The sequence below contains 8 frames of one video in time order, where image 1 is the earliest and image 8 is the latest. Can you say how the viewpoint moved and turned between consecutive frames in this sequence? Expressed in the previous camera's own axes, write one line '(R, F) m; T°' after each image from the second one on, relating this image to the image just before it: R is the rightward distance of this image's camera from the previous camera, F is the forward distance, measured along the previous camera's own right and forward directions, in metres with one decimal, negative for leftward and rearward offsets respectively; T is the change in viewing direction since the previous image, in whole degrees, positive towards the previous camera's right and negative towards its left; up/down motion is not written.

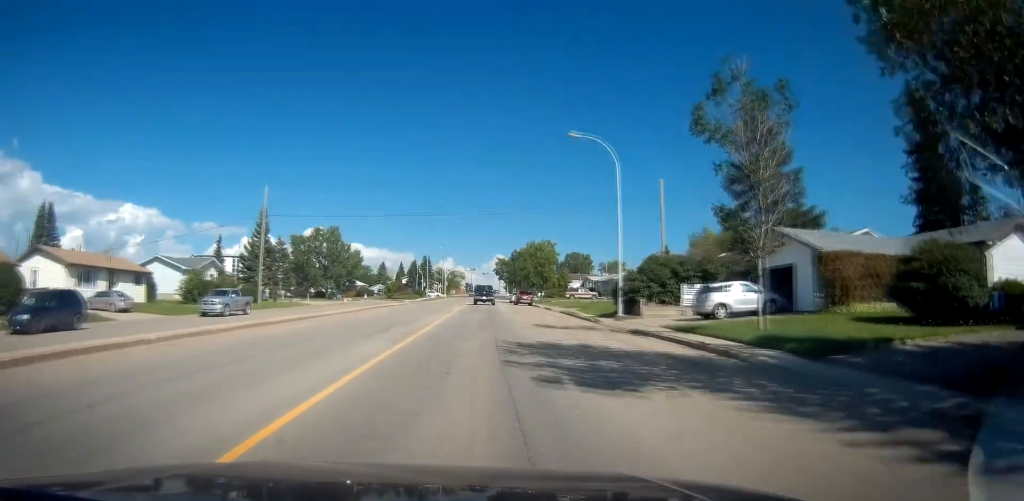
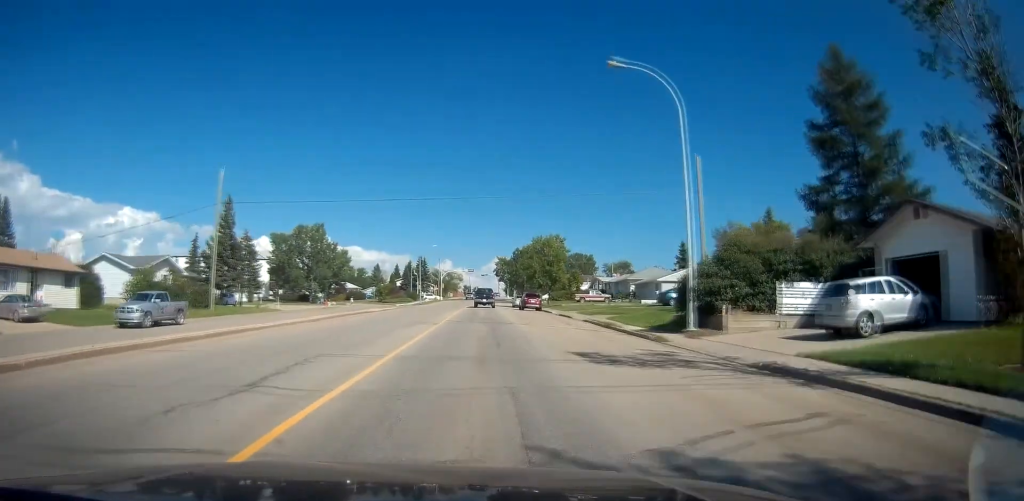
(0.0, +10.4) m; -1°
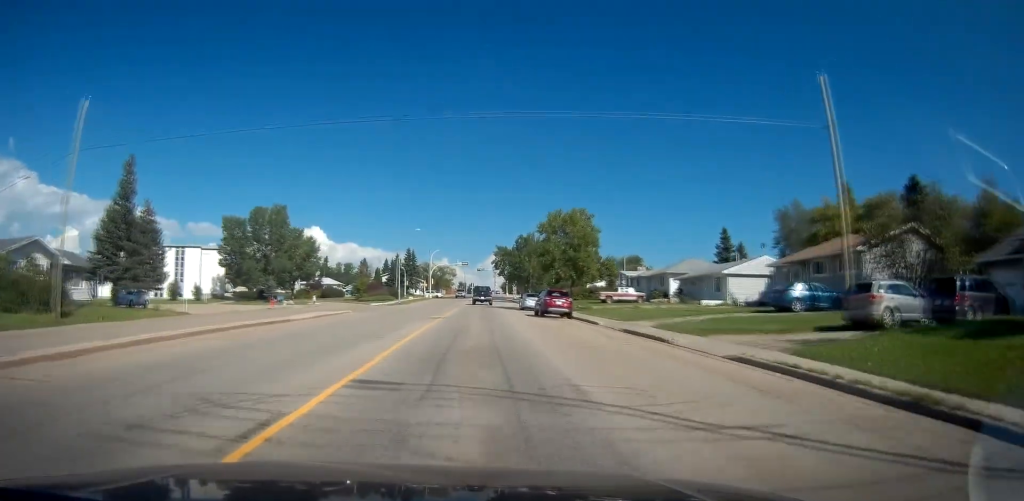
(-0.3, +19.5) m; +2°
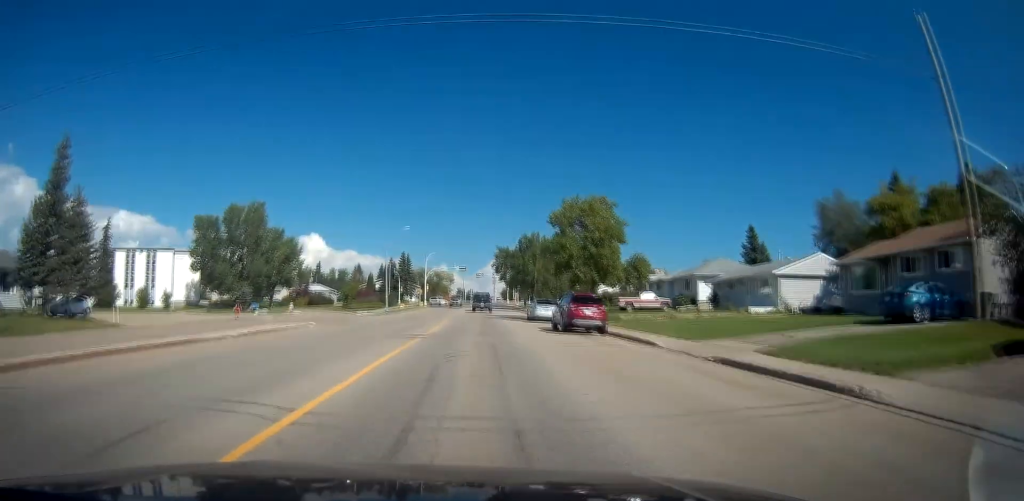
(+0.6, +9.1) m; +1°
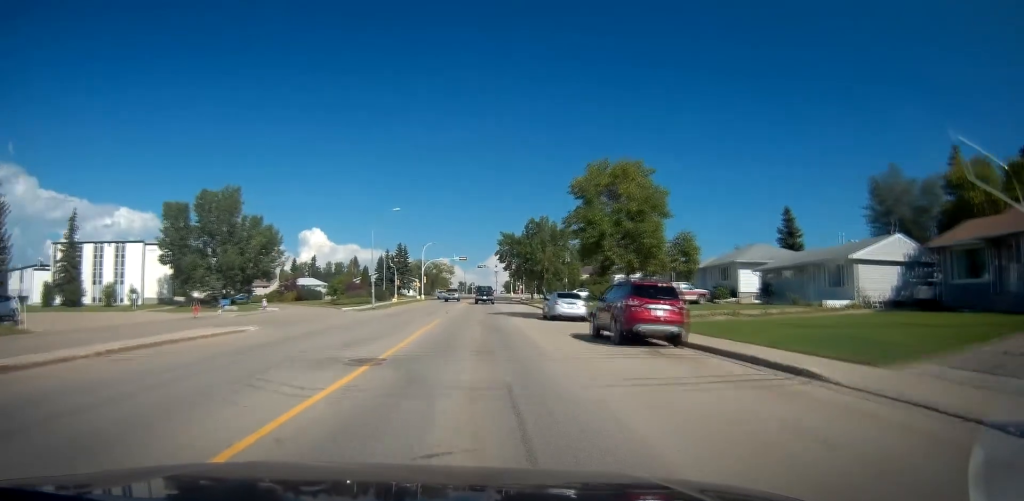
(0.0, +9.1) m; 0°
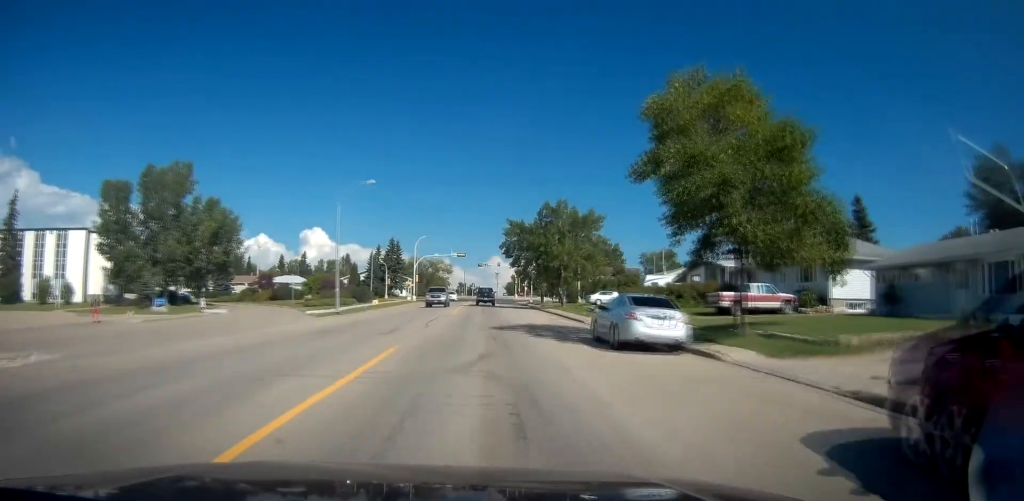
(-0.3, +13.9) m; -1°
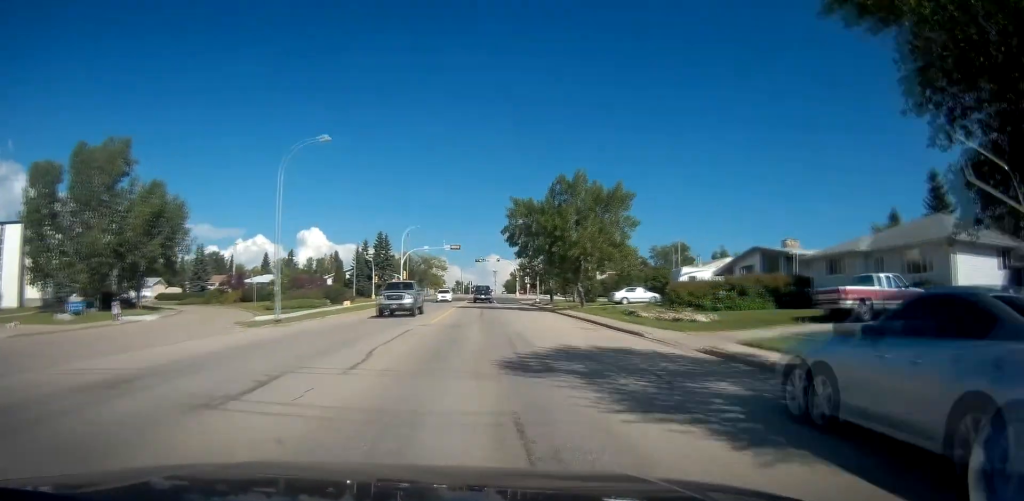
(0.0, +11.9) m; 0°
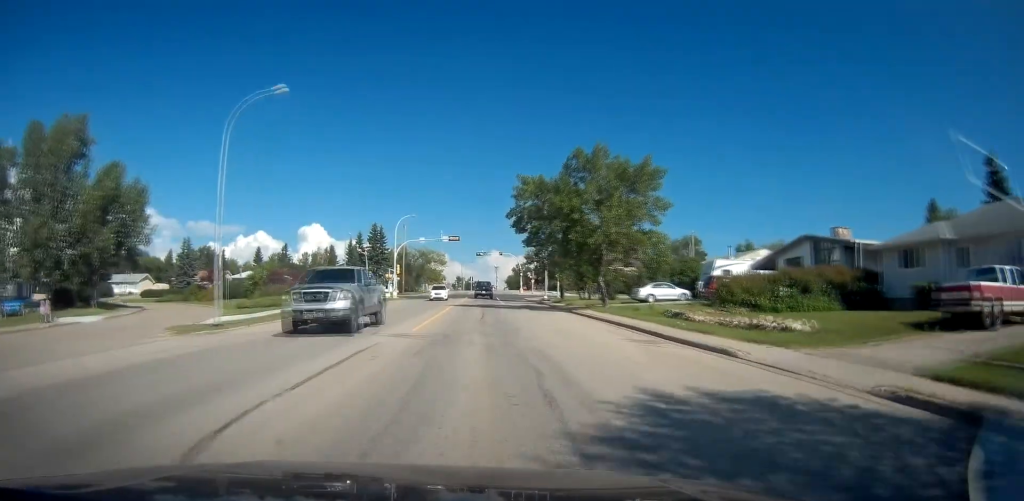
(0.0, +7.1) m; 0°
